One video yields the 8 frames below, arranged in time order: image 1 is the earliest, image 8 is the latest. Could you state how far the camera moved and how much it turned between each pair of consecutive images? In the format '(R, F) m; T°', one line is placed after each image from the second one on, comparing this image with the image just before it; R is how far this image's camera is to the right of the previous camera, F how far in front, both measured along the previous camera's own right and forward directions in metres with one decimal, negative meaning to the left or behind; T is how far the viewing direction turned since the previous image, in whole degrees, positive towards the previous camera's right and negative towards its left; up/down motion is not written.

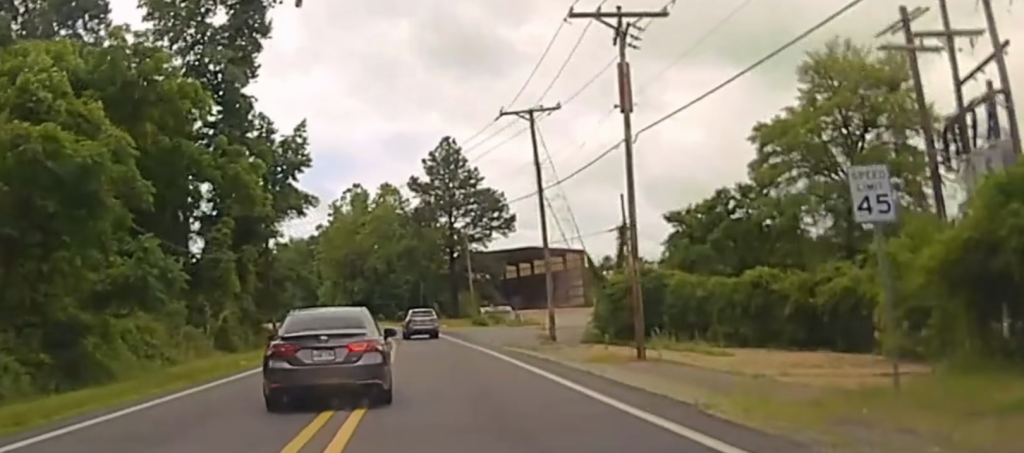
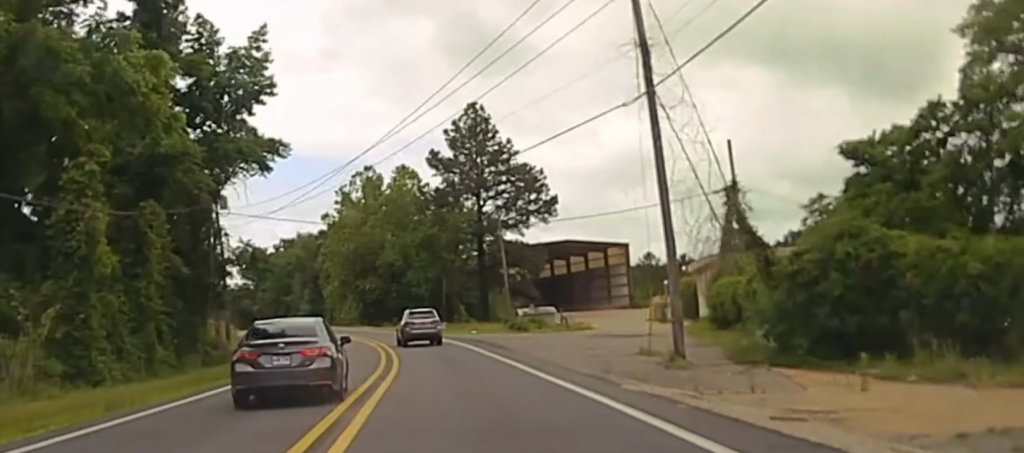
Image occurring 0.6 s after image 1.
(-0.1, +24.7) m; -1°
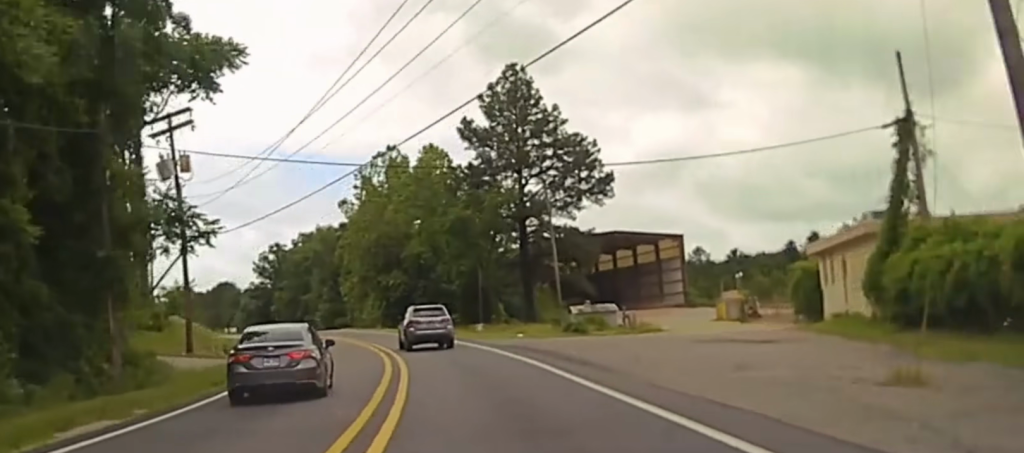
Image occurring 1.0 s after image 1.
(+0.1, +16.7) m; -1°
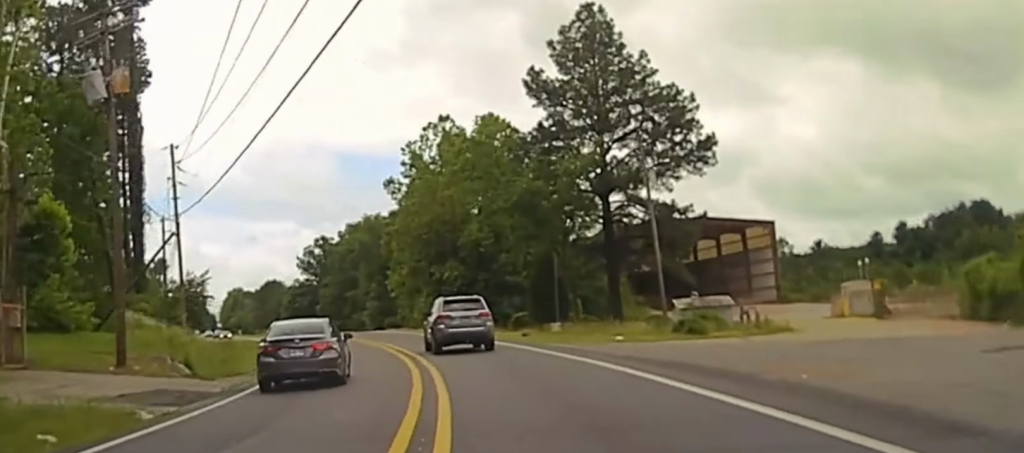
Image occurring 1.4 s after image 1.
(+0.4, +16.6) m; -2°
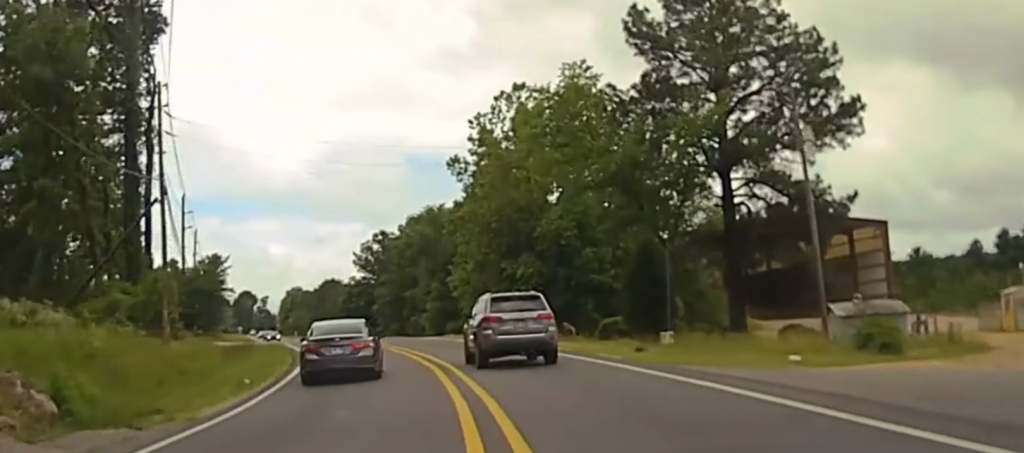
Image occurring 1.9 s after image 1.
(-0.8, +13.7) m; -3°
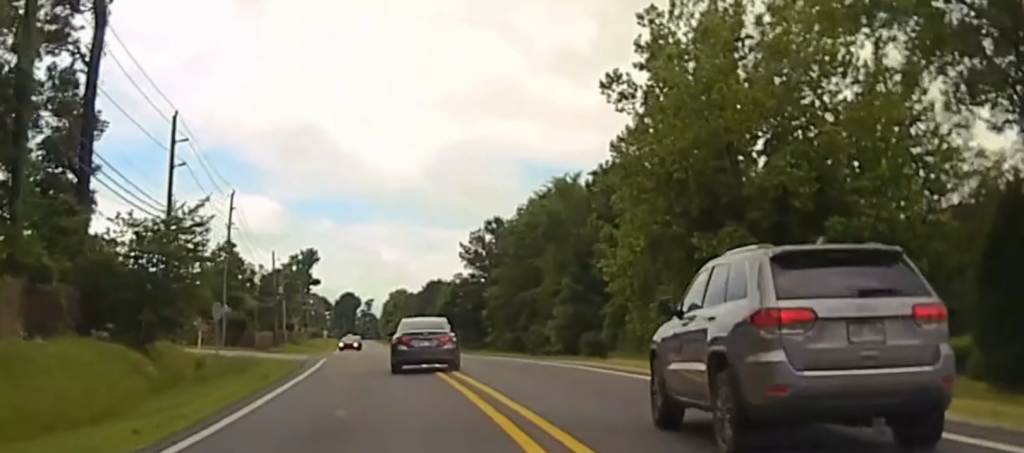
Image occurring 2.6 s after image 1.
(-1.0, +24.5) m; -5°
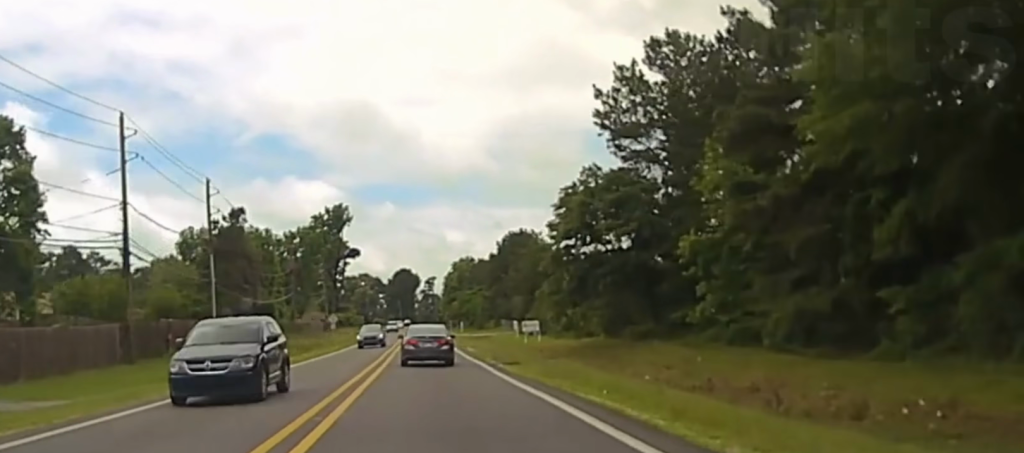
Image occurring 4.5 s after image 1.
(-5.4, +72.7) m; -6°
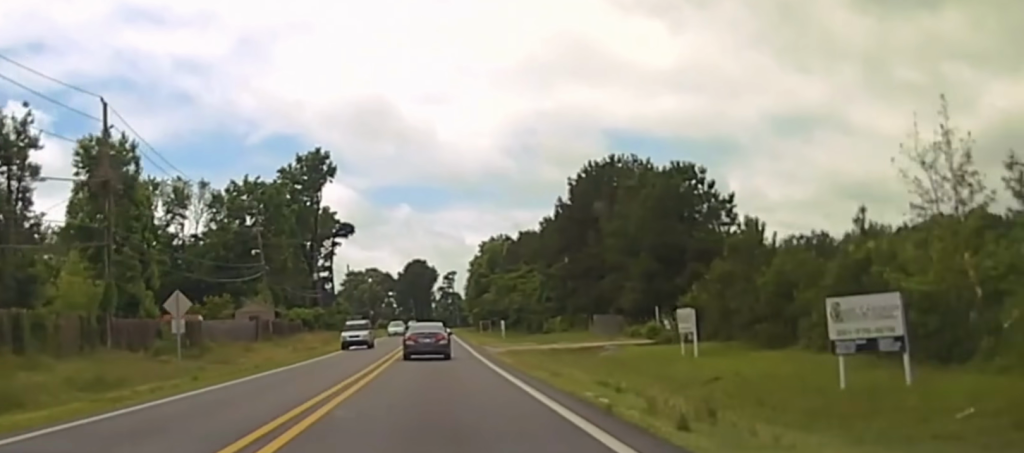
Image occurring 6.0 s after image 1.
(-1.6, +84.3) m; -1°
